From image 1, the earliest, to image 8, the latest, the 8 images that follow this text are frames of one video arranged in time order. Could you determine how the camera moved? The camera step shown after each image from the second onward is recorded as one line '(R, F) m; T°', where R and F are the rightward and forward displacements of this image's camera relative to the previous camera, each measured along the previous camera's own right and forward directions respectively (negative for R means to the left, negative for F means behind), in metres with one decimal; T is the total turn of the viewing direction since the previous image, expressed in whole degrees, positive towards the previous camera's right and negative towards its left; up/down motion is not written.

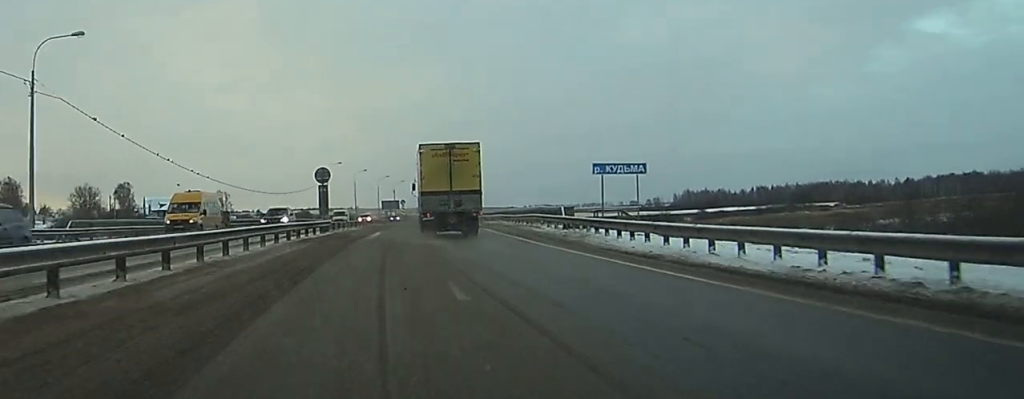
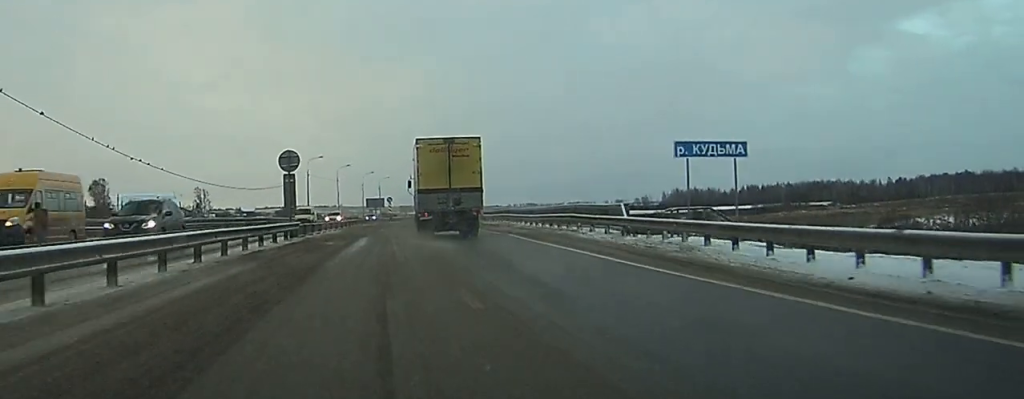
(+0.1, +12.7) m; +1°
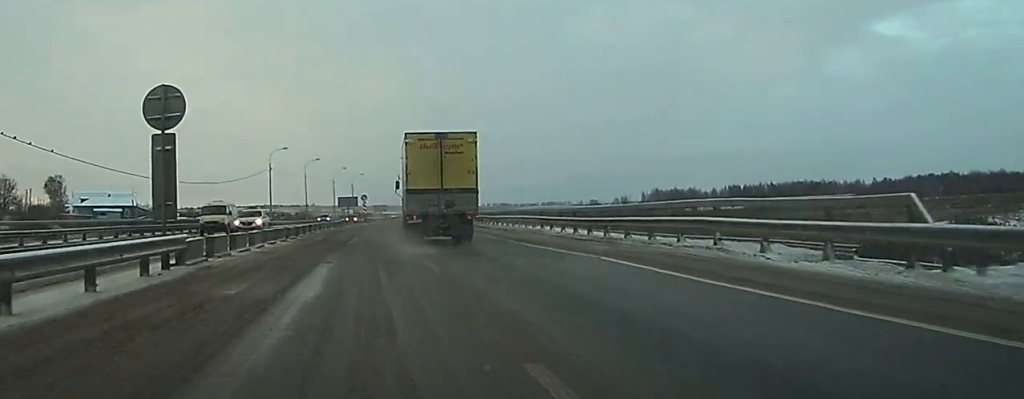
(0.0, +19.3) m; +2°
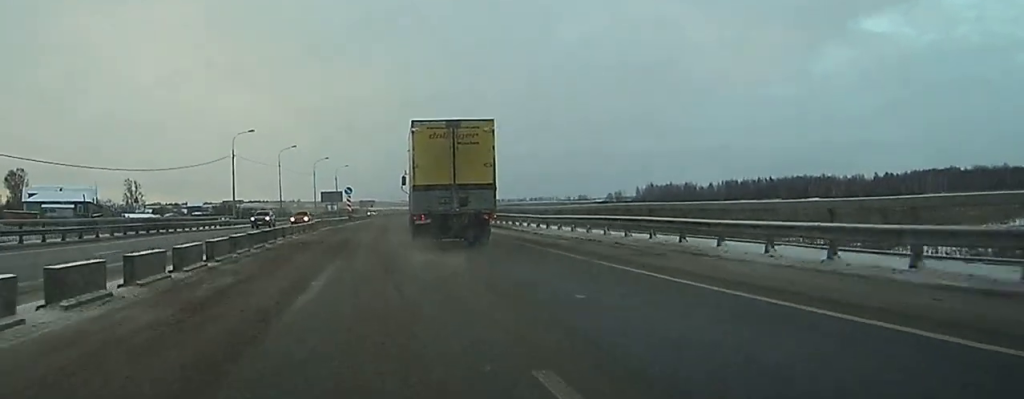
(+0.7, +23.5) m; +2°
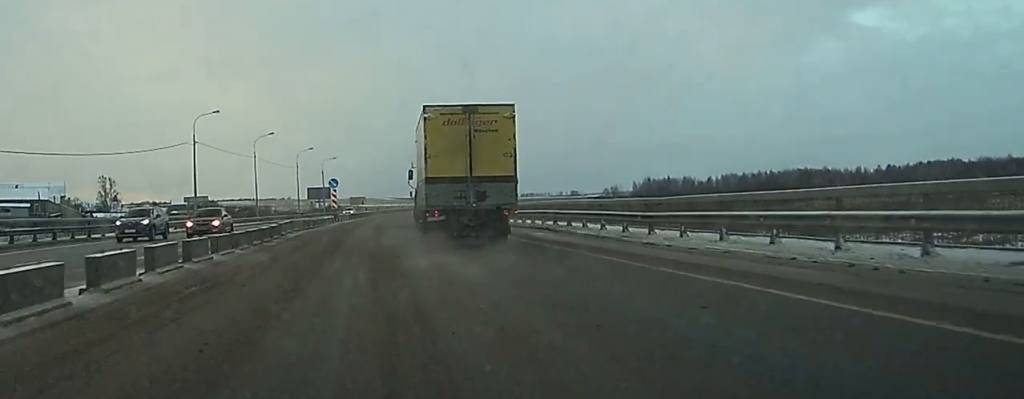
(+0.1, +19.1) m; +1°
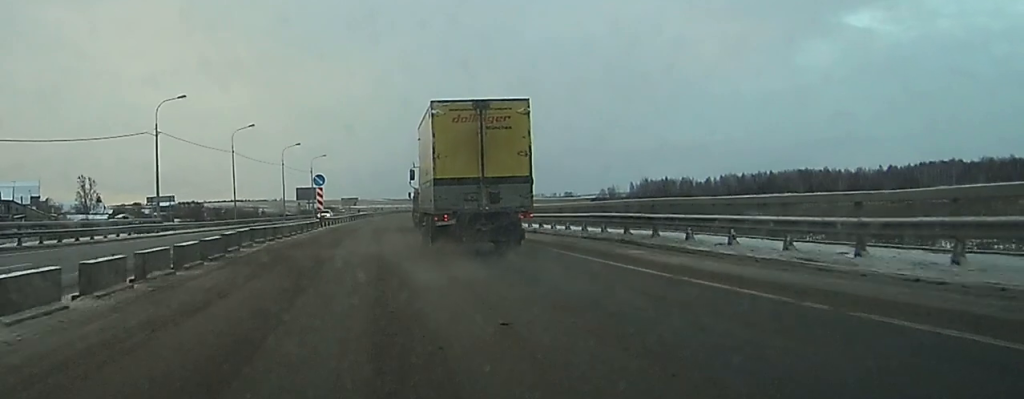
(+0.2, +13.2) m; +1°
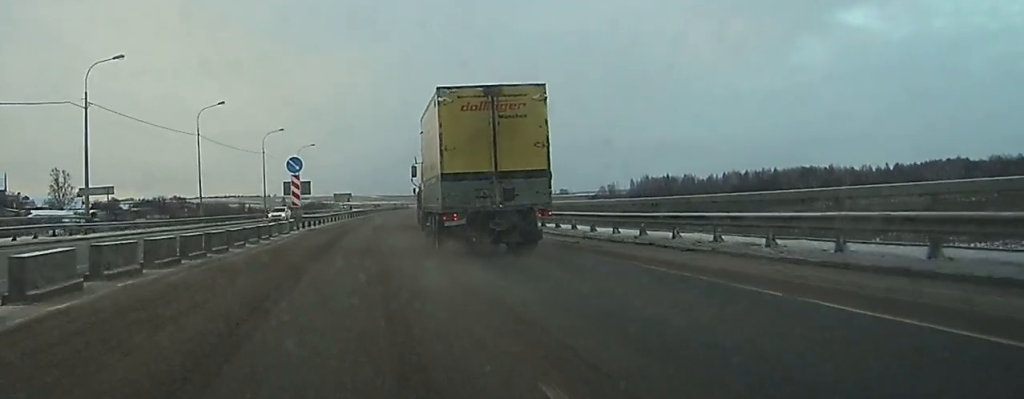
(+0.2, +18.0) m; +1°
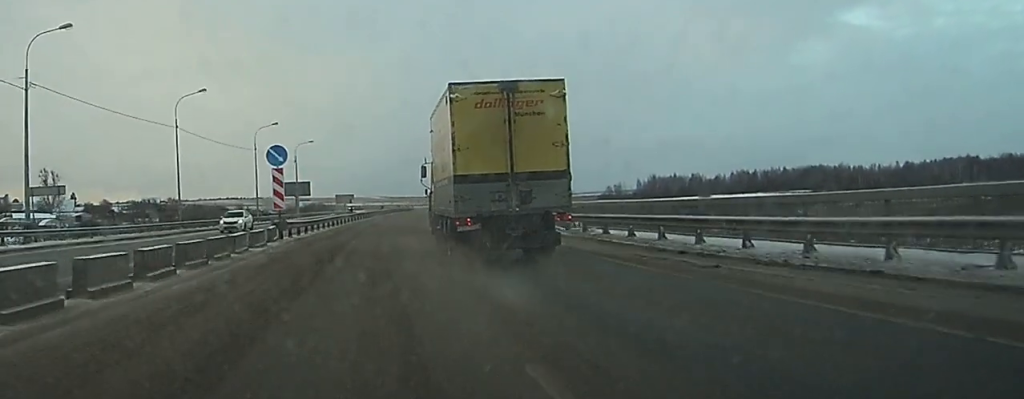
(0.0, +11.0) m; 0°
